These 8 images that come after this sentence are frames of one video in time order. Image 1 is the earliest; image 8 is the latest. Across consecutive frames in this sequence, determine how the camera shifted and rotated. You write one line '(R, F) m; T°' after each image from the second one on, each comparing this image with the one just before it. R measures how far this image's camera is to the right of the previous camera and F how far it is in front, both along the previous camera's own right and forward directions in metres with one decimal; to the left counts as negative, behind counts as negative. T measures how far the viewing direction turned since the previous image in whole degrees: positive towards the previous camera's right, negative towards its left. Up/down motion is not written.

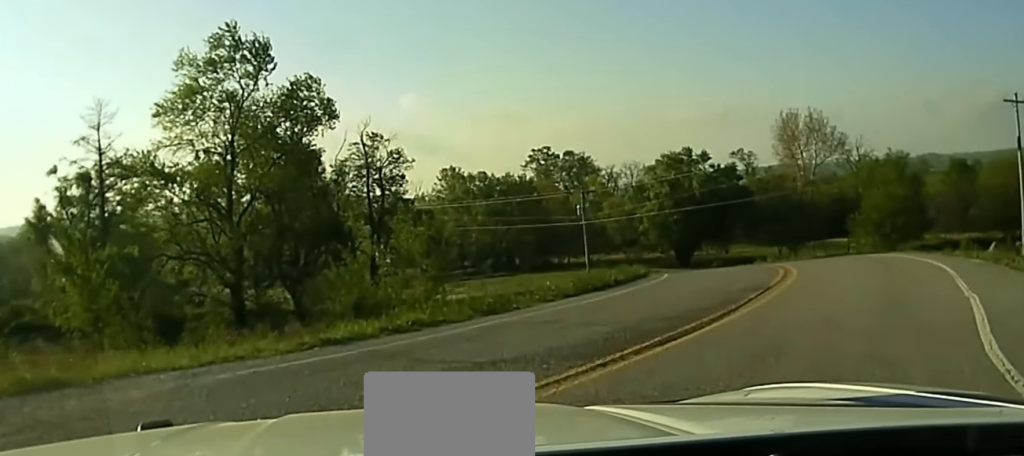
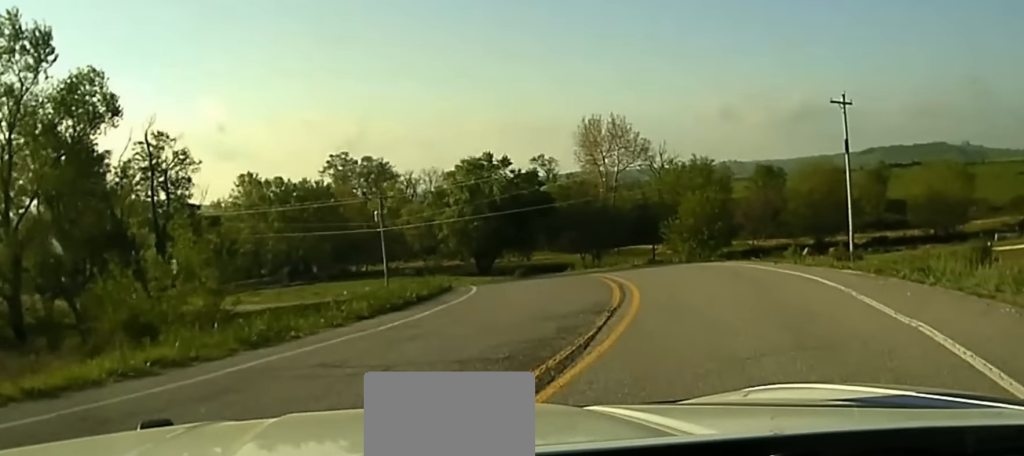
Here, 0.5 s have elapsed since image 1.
(-0.2, +3.8) m; +11°
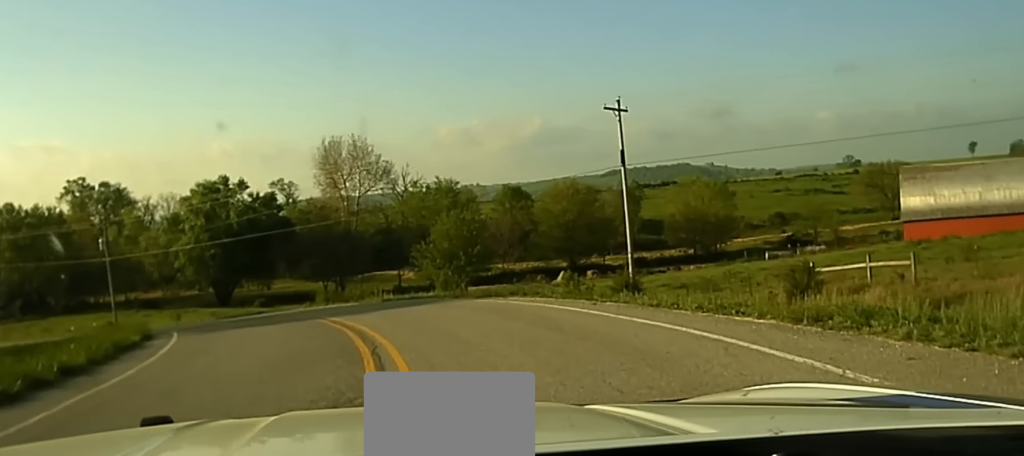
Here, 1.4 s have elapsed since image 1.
(+2.0, +7.5) m; +18°
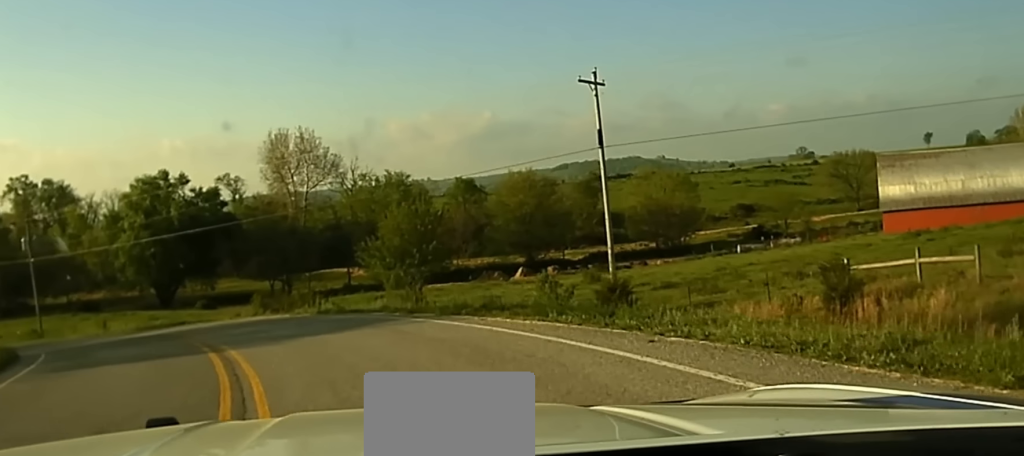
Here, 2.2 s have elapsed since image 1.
(+0.4, +6.6) m; +5°
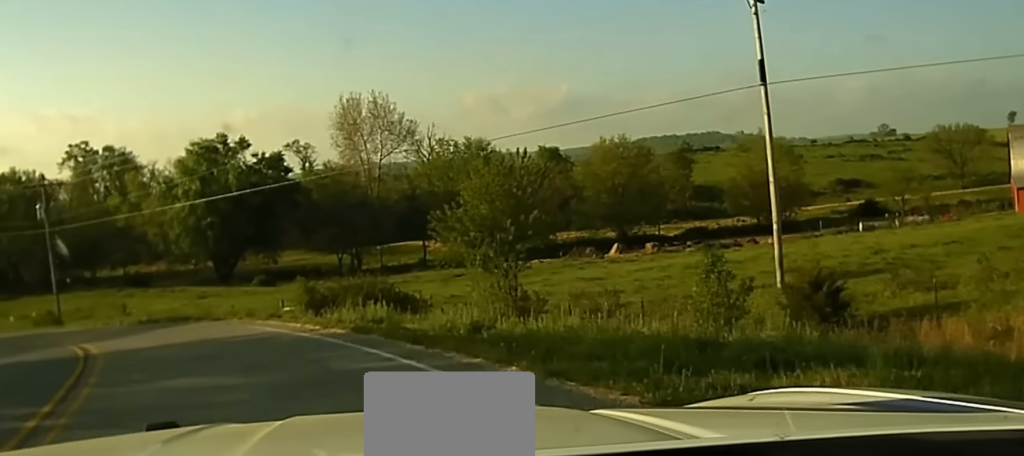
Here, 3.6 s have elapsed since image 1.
(+0.5, +11.5) m; -3°
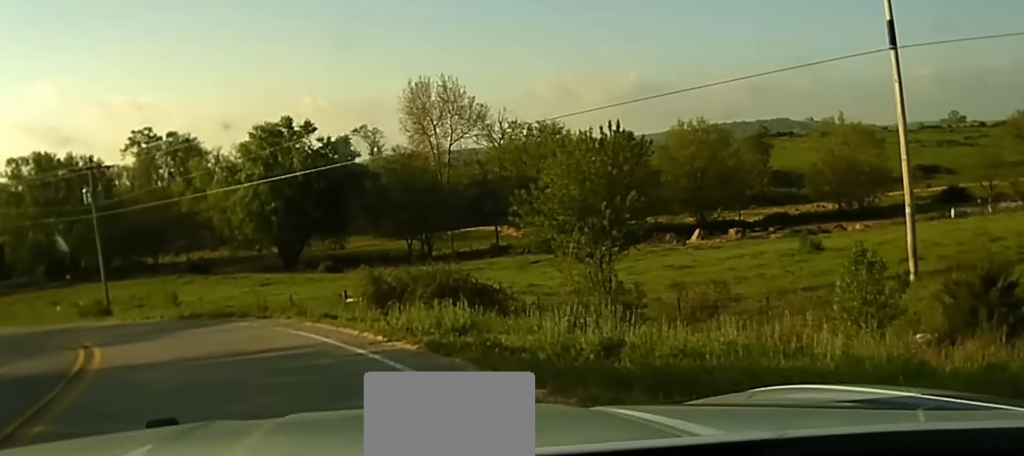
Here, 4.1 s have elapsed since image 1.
(-0.3, +4.7) m; -6°
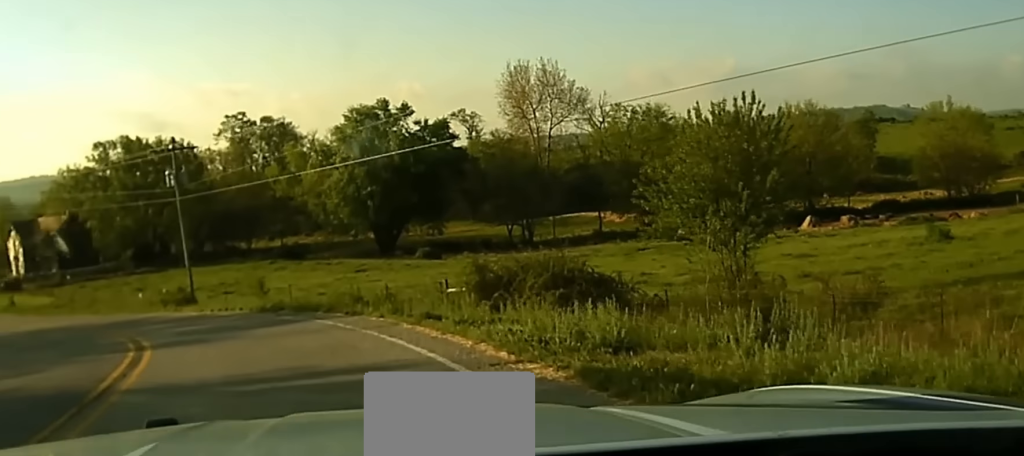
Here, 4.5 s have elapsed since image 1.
(0.0, +3.9) m; -5°
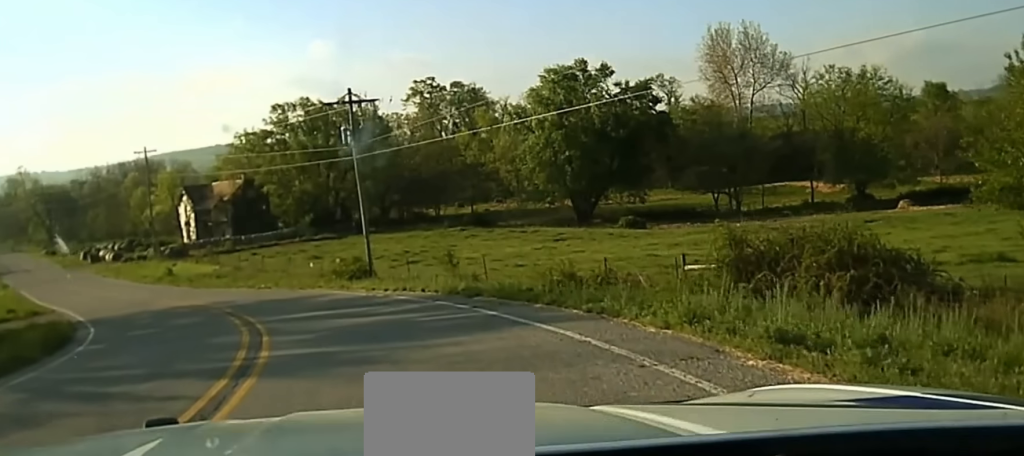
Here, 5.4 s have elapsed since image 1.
(-0.7, +7.9) m; -11°
